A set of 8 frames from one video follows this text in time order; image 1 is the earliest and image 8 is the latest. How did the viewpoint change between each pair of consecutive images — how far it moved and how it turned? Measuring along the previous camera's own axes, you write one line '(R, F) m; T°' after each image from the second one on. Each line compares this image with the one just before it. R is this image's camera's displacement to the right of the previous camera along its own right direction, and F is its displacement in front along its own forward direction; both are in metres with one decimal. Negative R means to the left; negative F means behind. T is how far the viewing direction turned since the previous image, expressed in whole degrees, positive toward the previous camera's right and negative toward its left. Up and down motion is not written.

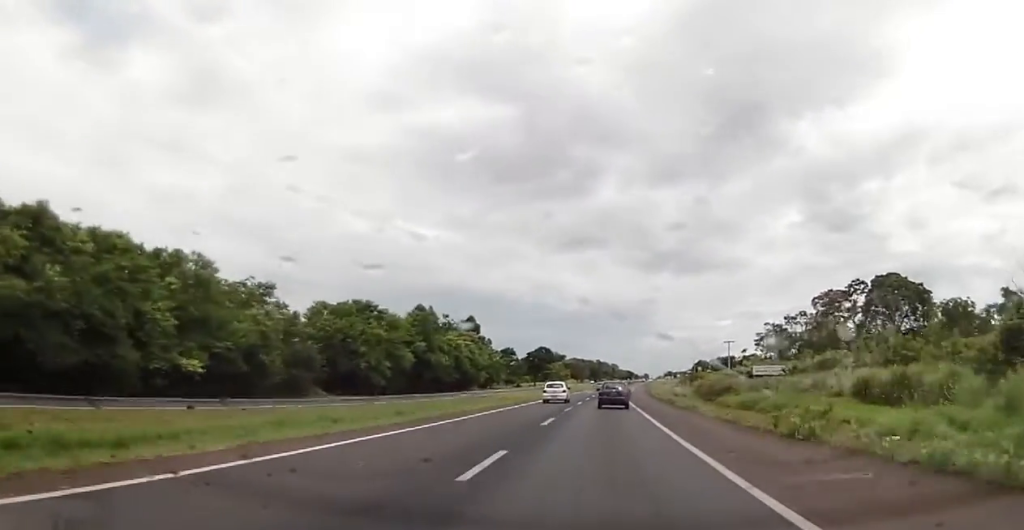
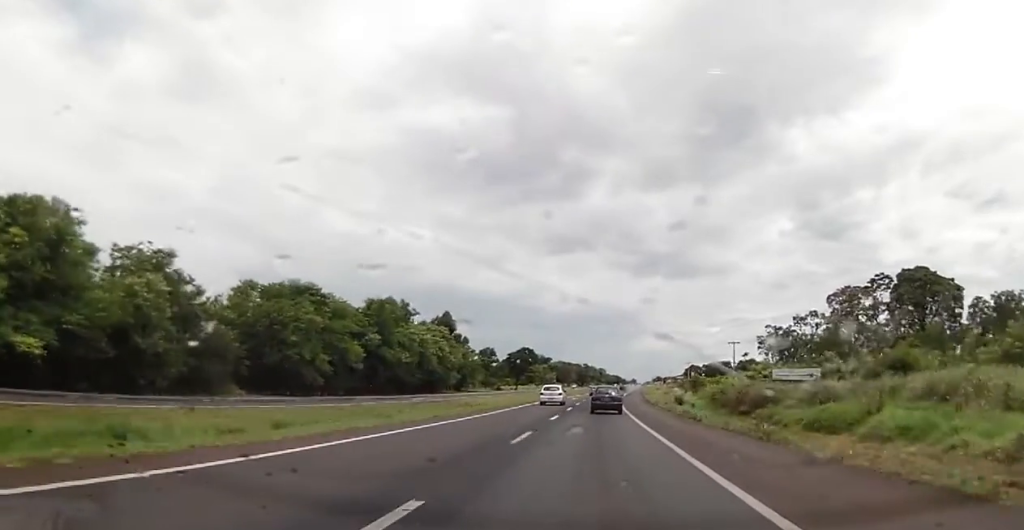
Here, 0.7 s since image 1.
(-0.1, +17.6) m; +1°
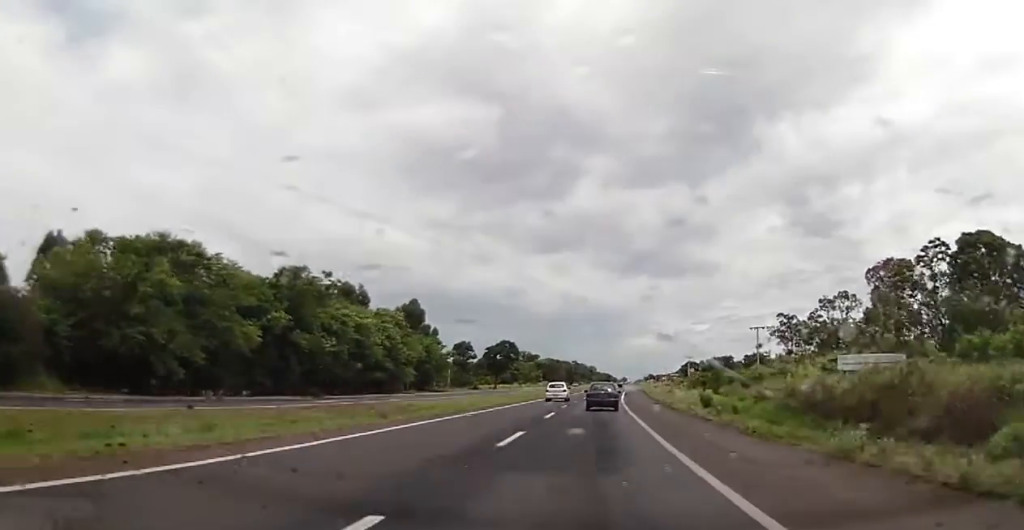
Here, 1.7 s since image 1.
(+0.7, +25.2) m; +2°
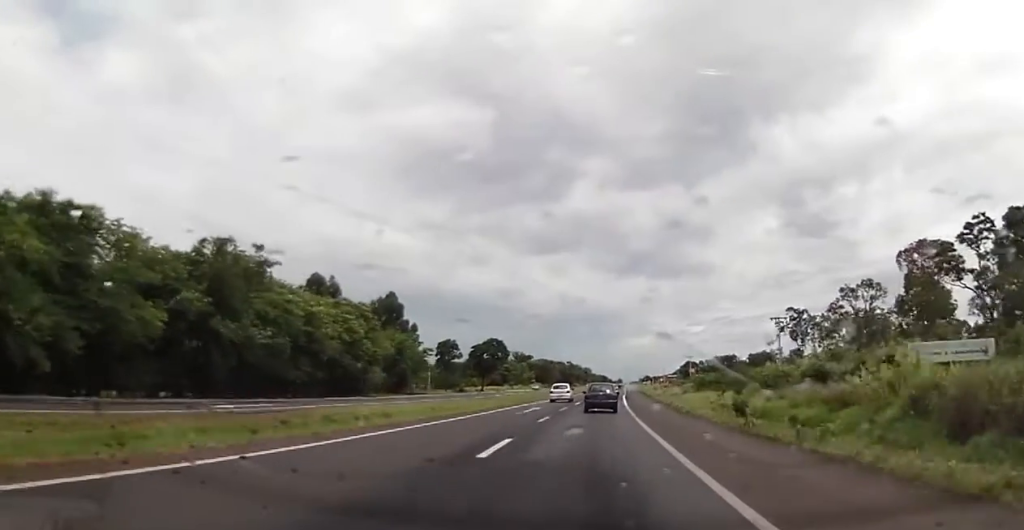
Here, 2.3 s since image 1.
(+0.1, +14.4) m; 0°
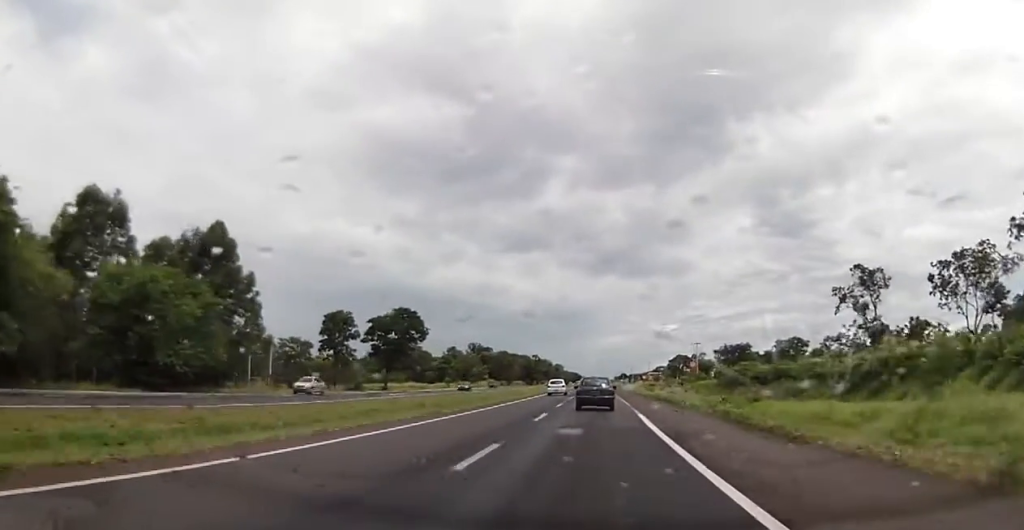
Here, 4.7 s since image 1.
(+0.8, +63.2) m; +3°
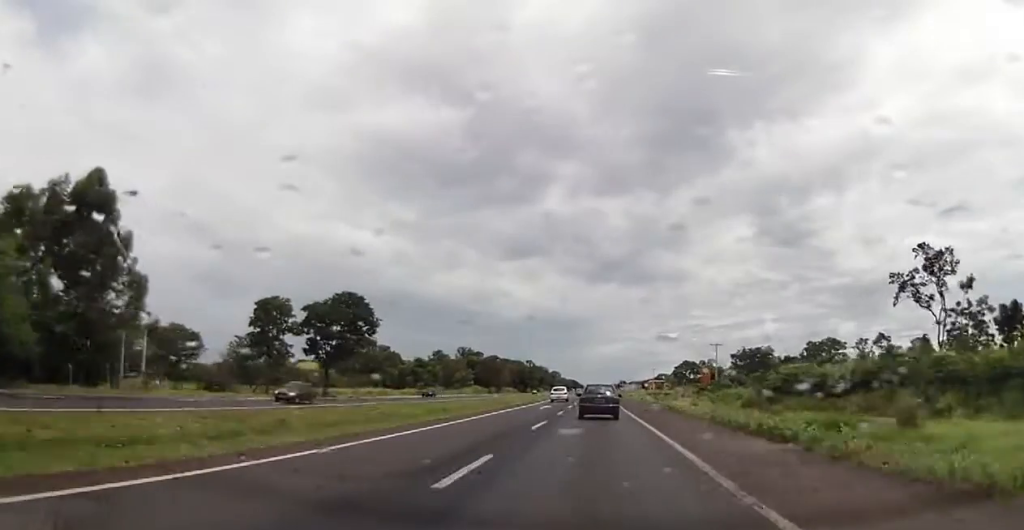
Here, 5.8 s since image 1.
(+0.4, +26.2) m; 0°
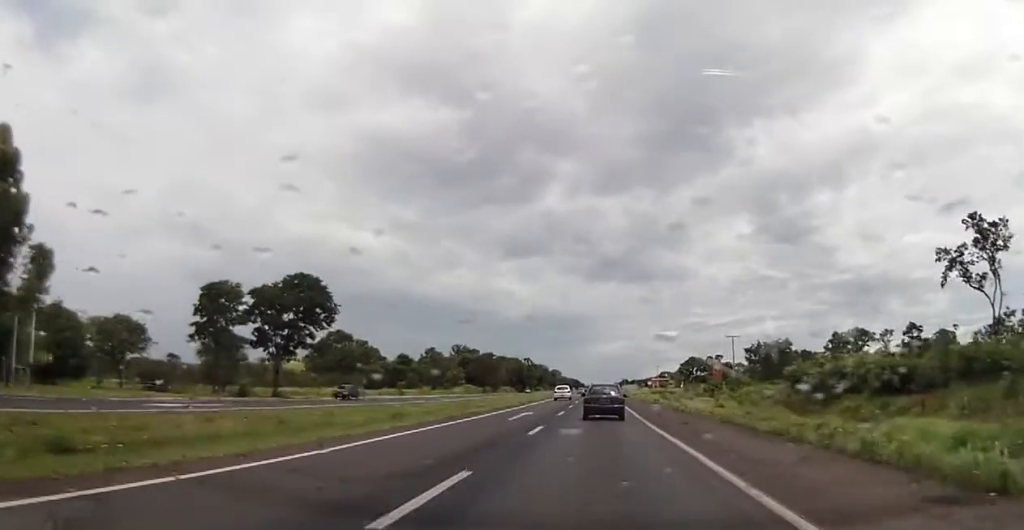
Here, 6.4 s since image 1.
(-0.2, +14.9) m; -1°
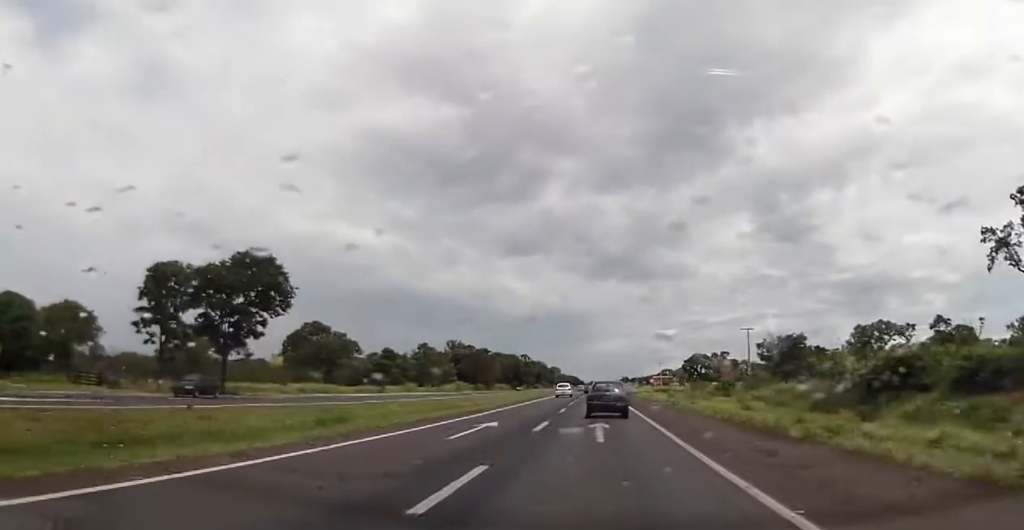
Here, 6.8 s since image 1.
(-0.1, +10.7) m; 0°
